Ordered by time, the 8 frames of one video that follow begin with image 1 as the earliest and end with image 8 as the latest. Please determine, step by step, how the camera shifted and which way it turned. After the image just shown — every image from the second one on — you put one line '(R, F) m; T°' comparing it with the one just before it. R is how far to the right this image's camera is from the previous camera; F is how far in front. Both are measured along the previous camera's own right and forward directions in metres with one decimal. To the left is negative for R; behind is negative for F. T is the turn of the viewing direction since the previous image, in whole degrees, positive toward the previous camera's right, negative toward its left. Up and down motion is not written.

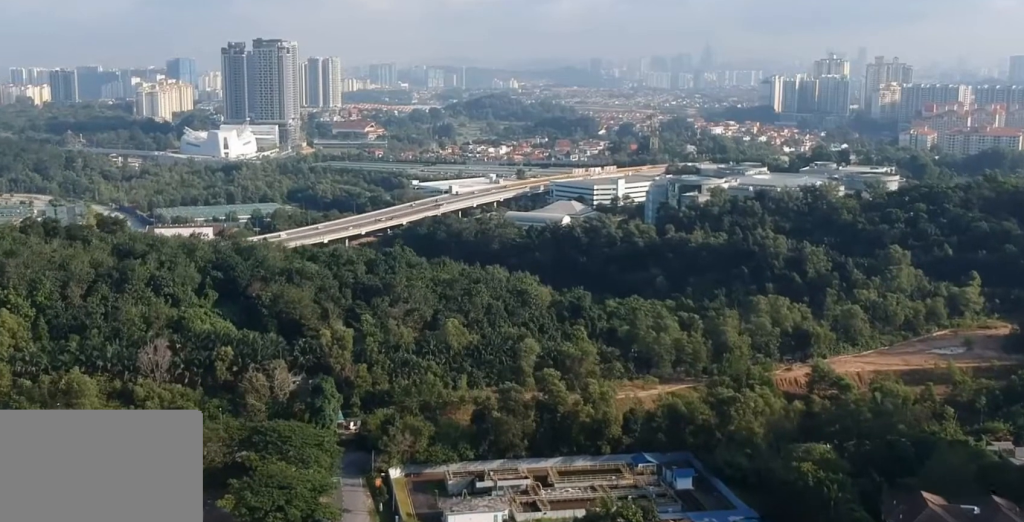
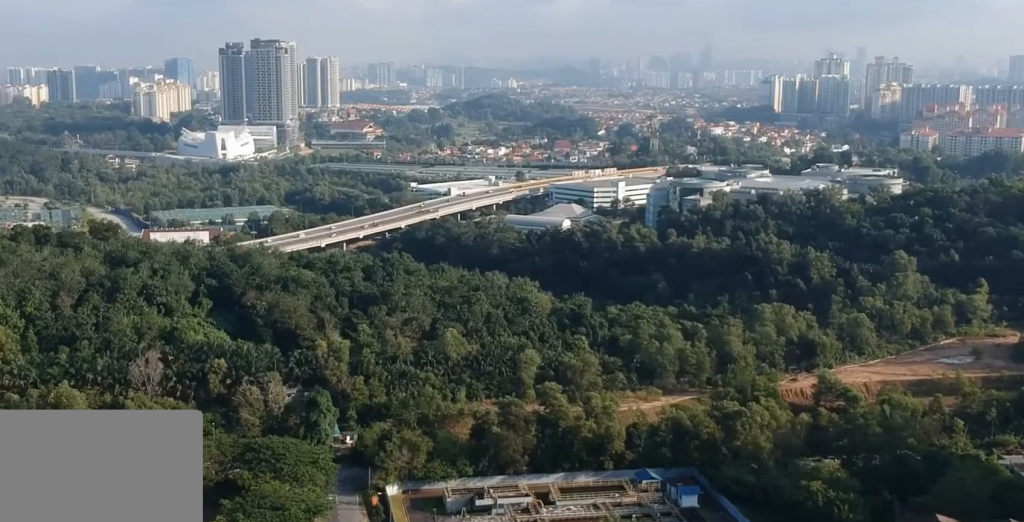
(0.0, +6.1) m; 0°
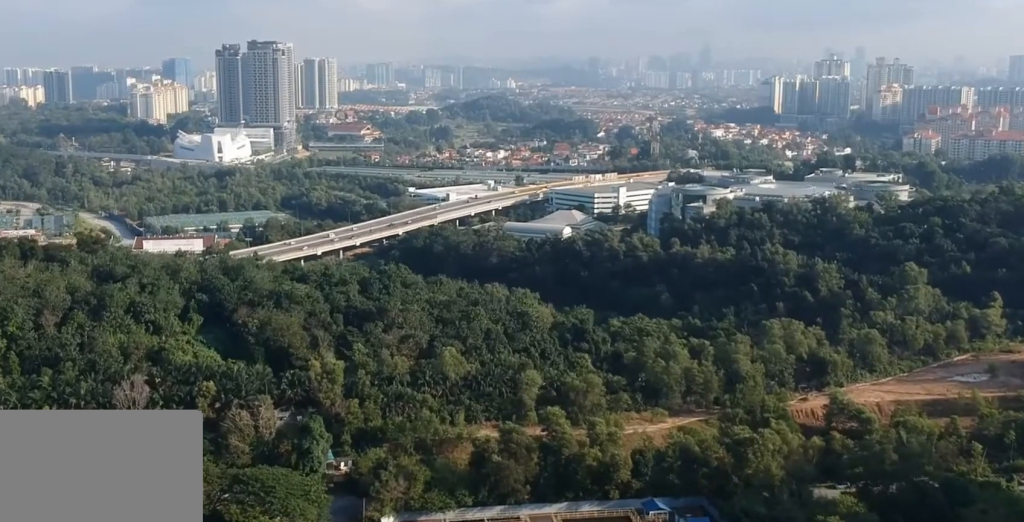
(0.0, +11.6) m; 0°
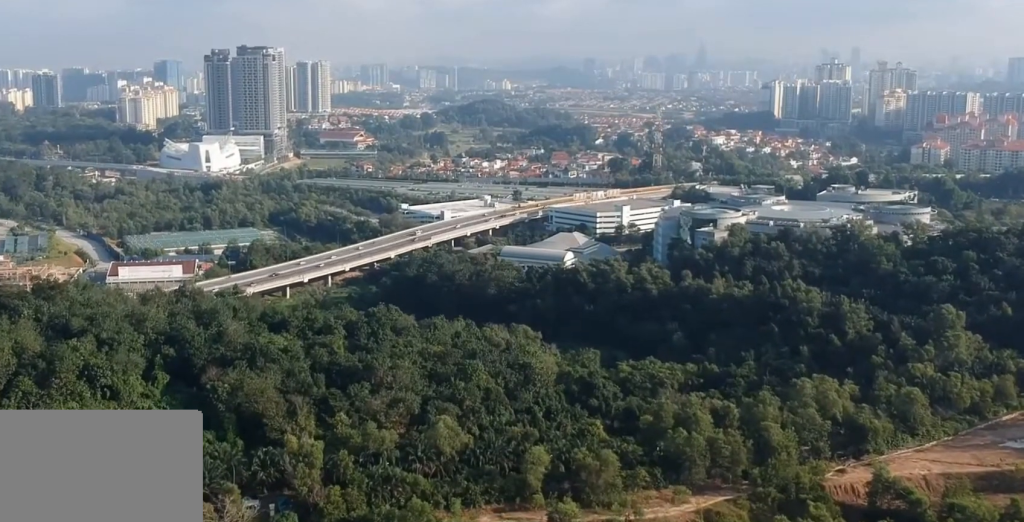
(0.0, +36.8) m; 0°
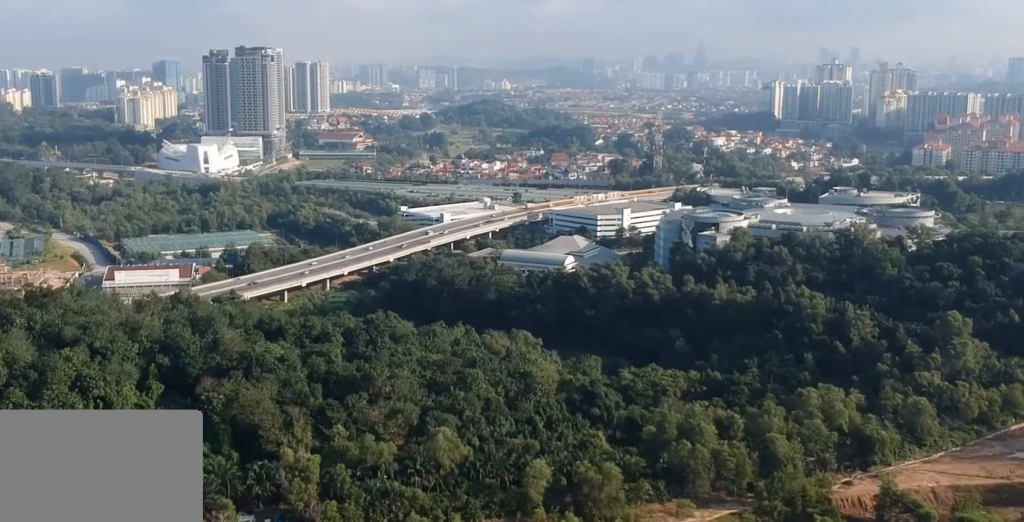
(0.0, +5.4) m; 0°
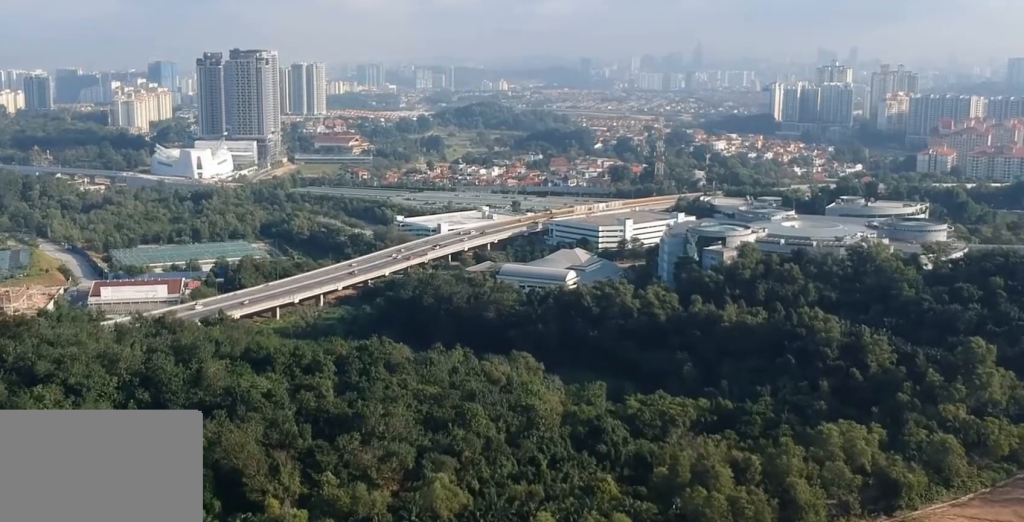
(0.0, +19.0) m; 0°
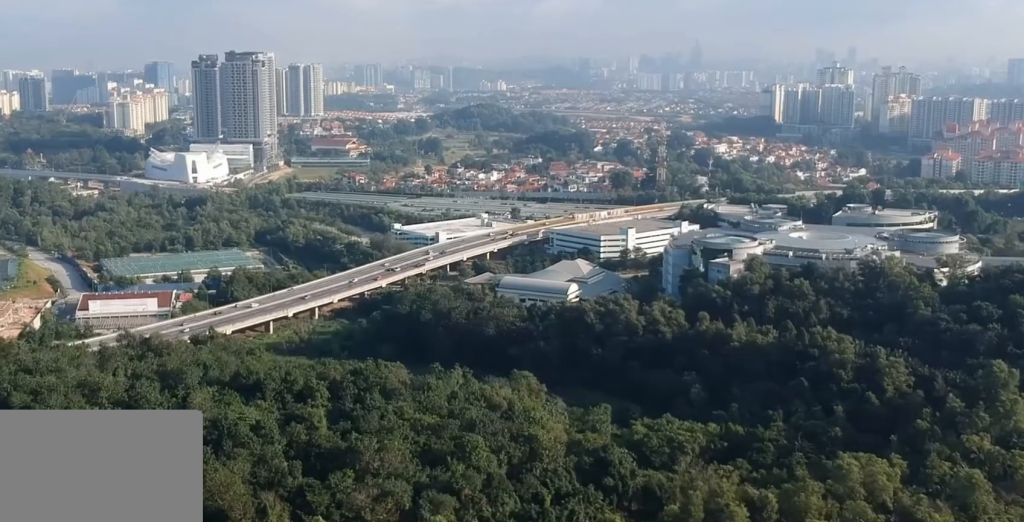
(0.0, +15.7) m; 0°
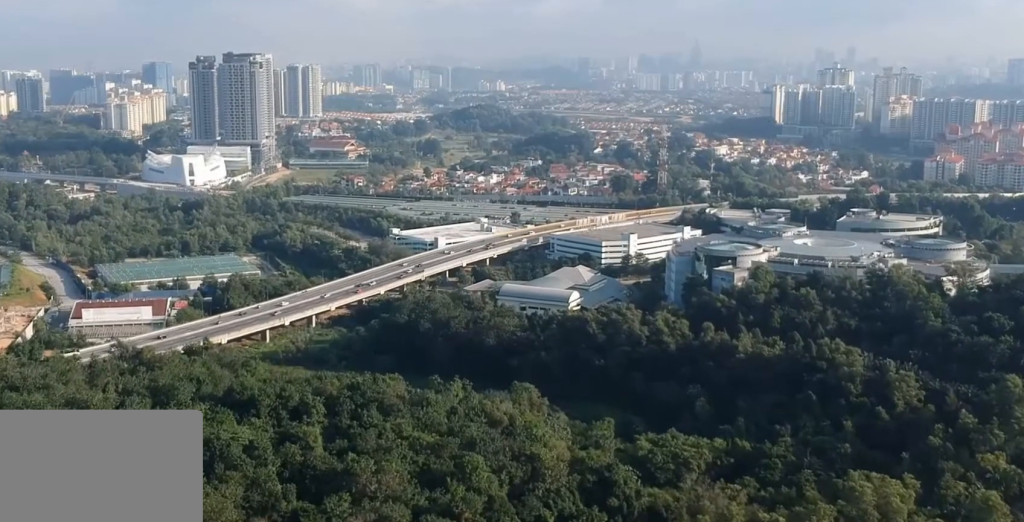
(0.0, +9.7) m; 0°
